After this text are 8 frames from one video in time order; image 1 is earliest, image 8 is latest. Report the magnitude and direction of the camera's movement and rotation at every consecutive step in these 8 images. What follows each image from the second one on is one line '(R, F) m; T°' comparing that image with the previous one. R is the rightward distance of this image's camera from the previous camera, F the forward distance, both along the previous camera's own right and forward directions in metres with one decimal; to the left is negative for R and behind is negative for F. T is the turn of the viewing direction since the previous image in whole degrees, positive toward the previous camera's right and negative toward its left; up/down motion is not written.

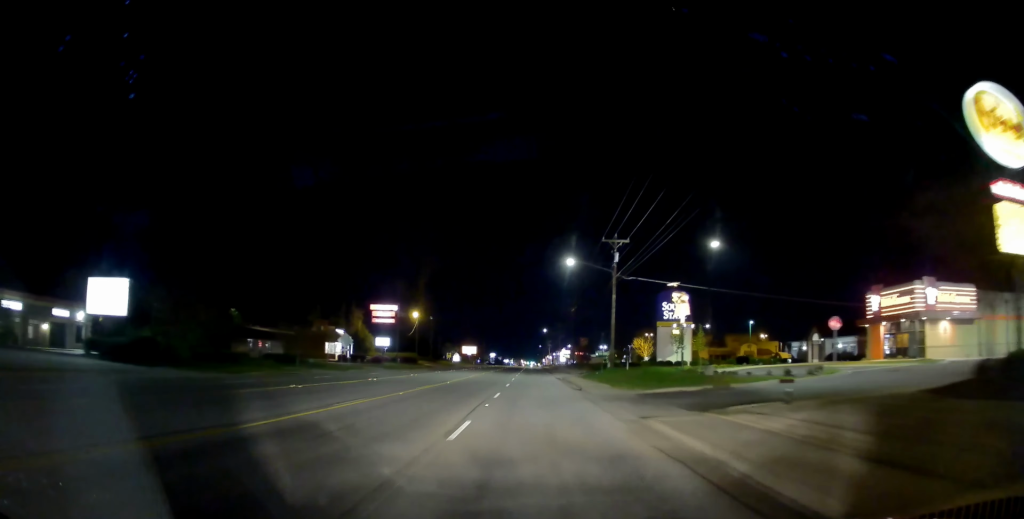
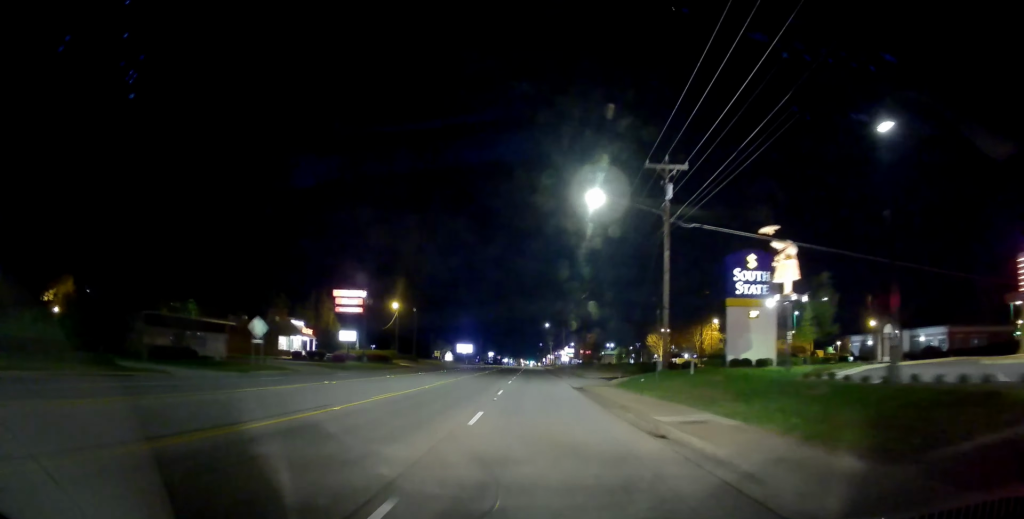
(+0.1, +19.8) m; 0°
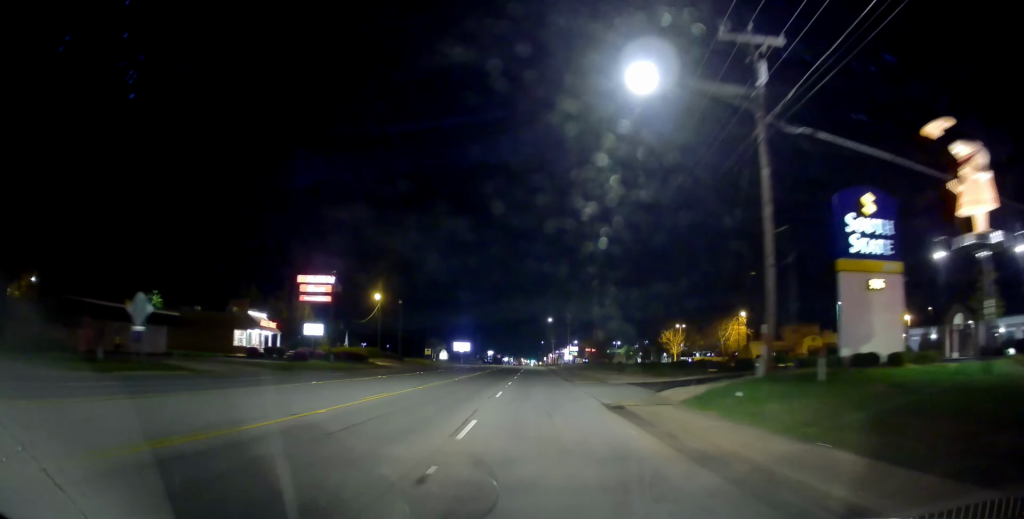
(0.0, +13.7) m; 0°
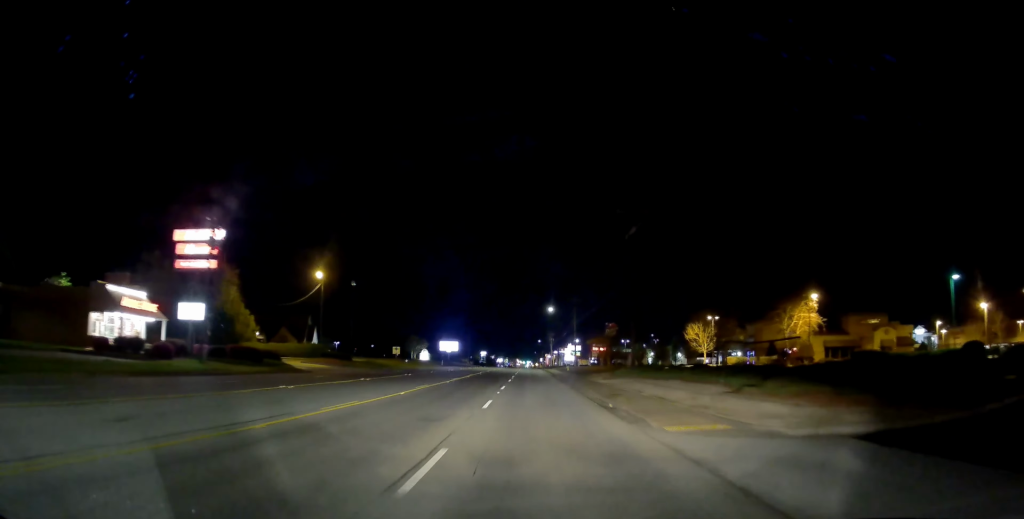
(0.0, +26.2) m; 0°
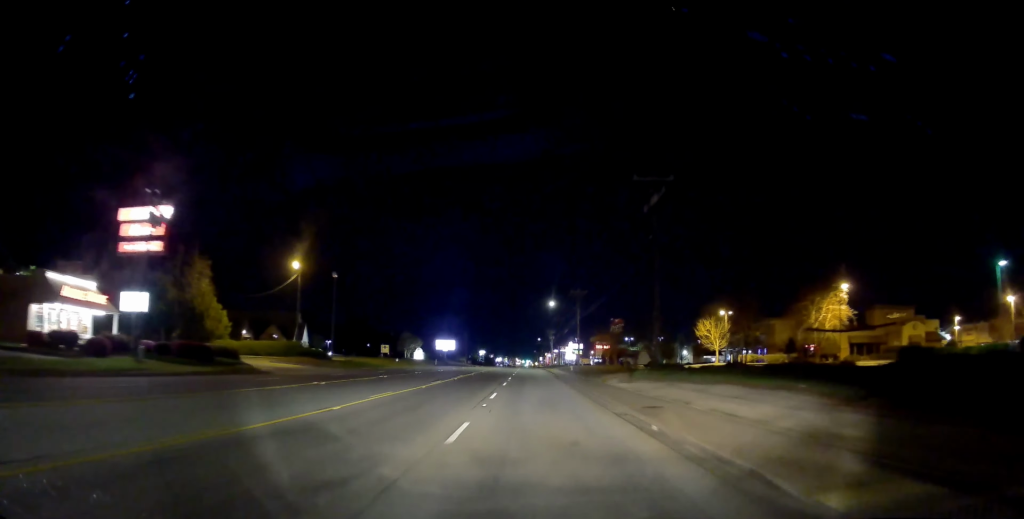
(0.0, +7.6) m; 0°
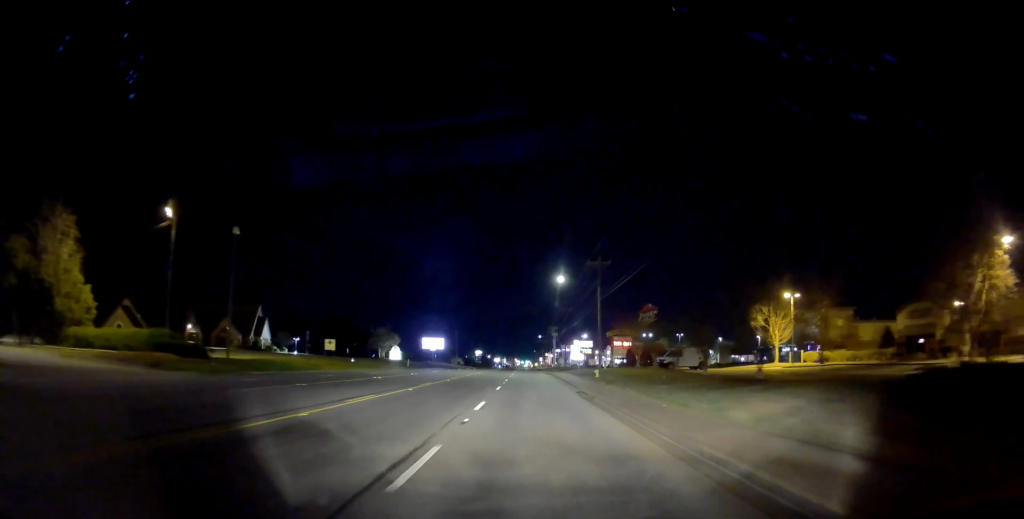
(0.0, +25.9) m; 0°
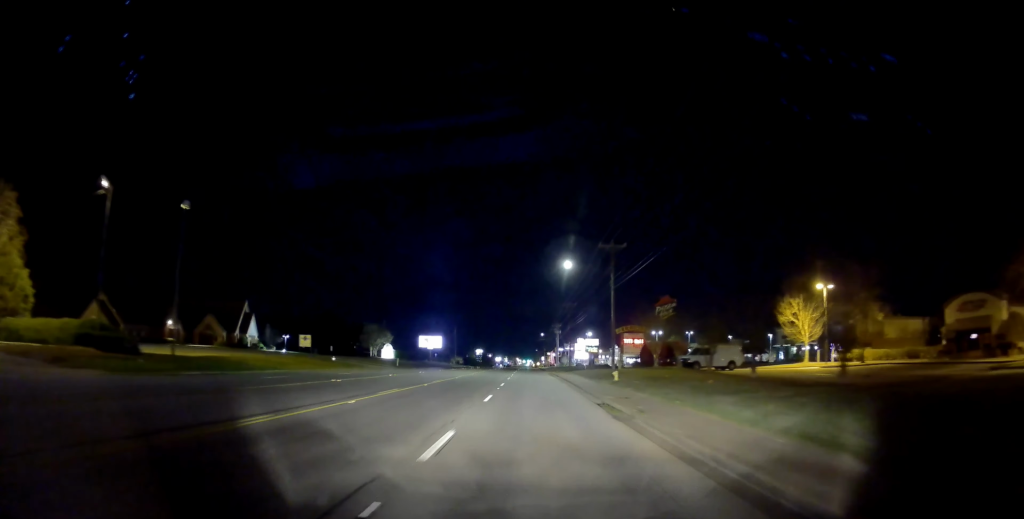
(0.0, +8.4) m; 0°
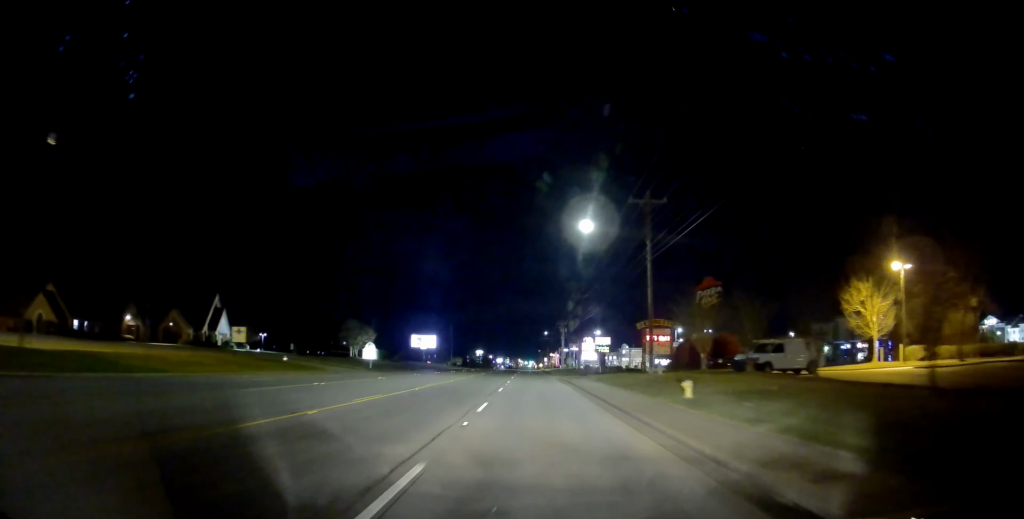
(+0.2, +15.7) m; 0°
